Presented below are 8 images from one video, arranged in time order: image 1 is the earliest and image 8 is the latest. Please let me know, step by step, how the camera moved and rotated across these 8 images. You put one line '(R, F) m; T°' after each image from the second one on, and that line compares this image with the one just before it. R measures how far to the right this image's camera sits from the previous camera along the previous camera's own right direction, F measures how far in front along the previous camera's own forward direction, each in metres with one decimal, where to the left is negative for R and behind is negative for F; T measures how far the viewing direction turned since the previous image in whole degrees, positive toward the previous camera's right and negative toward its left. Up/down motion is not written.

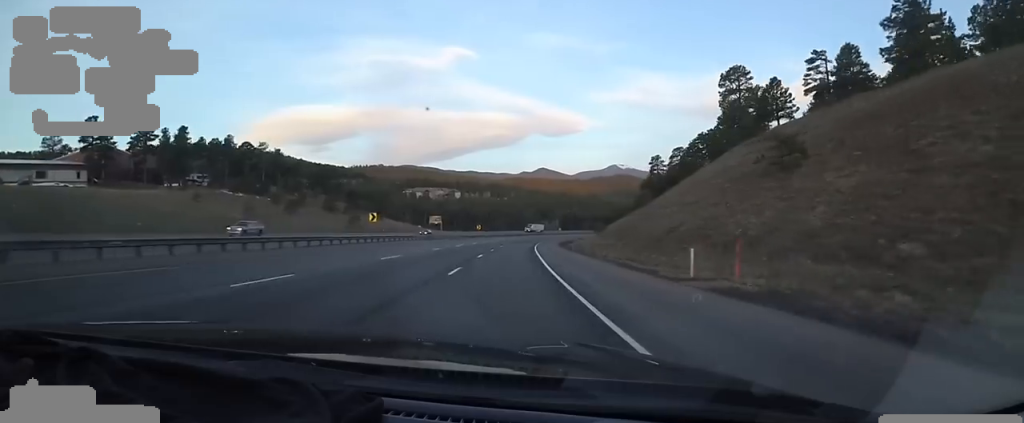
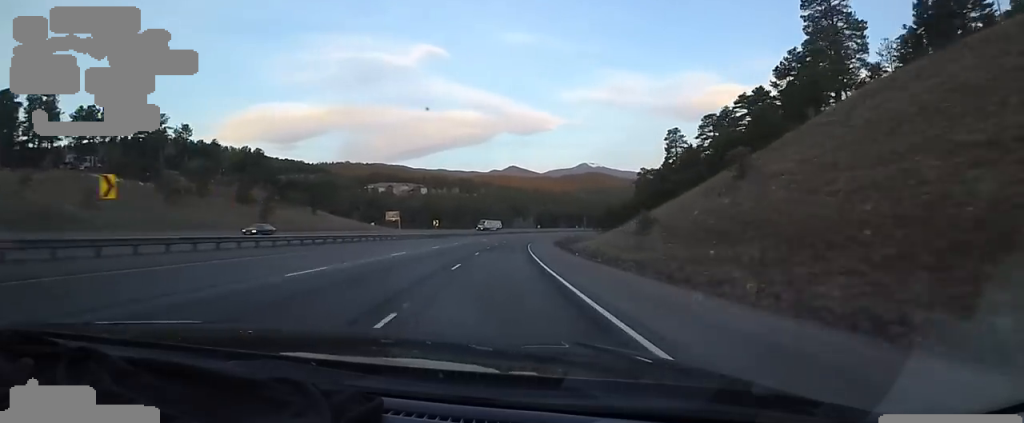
(+1.2, +33.2) m; +4°
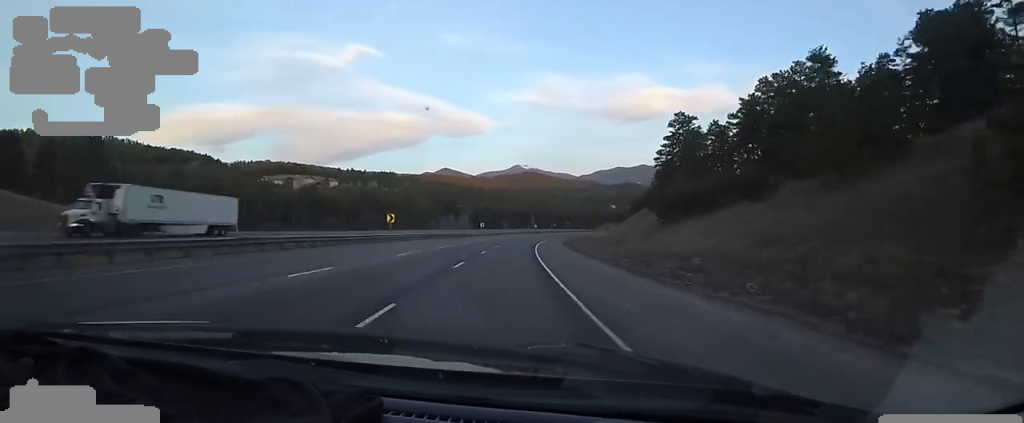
(+5.7, +84.0) m; +8°
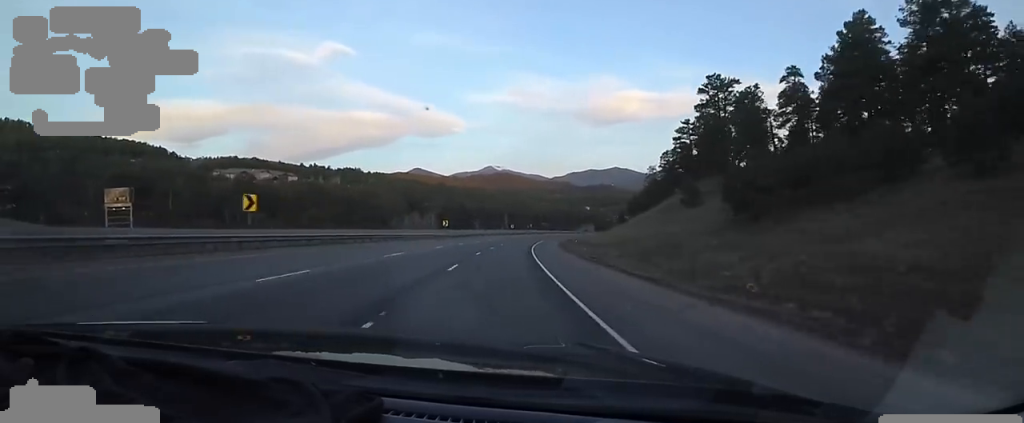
(+0.9, +26.2) m; +4°
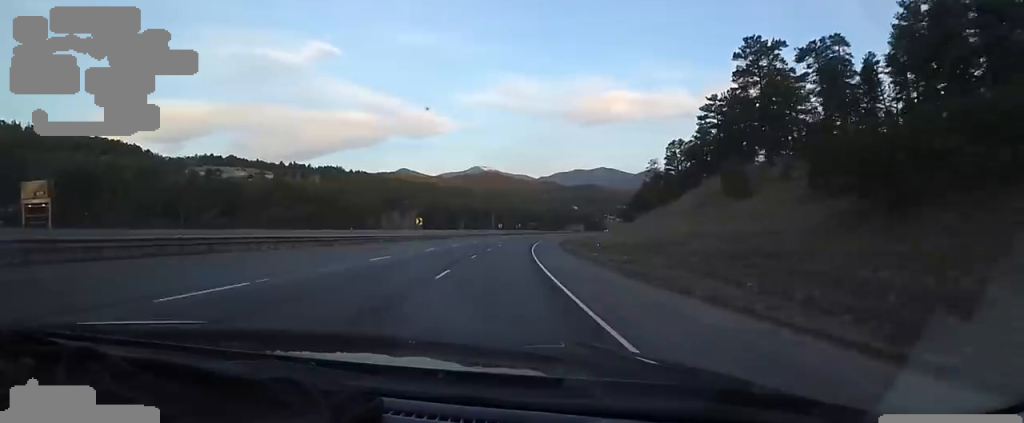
(+0.2, +15.4) m; +2°
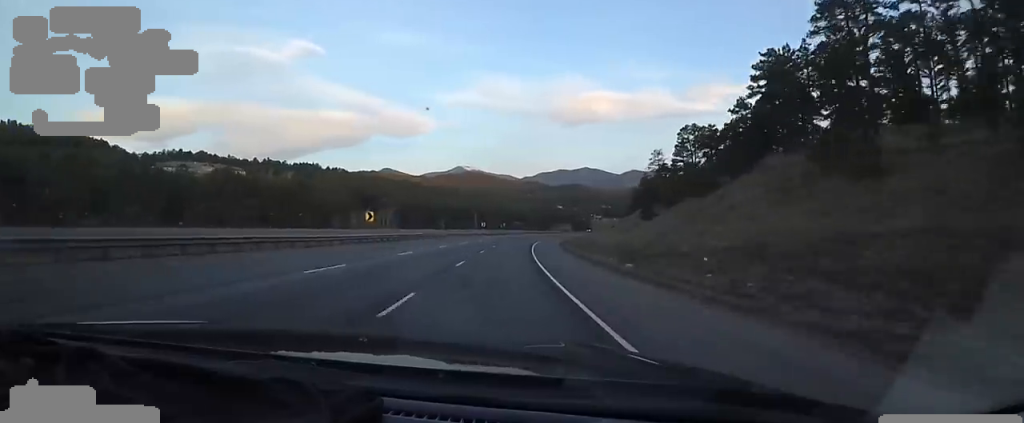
(+0.8, +18.8) m; +2°
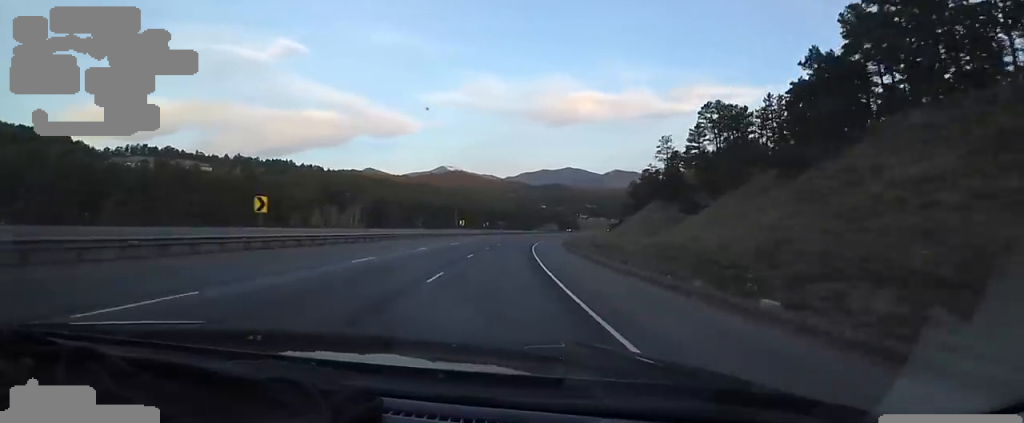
(+0.3, +20.0) m; +2°
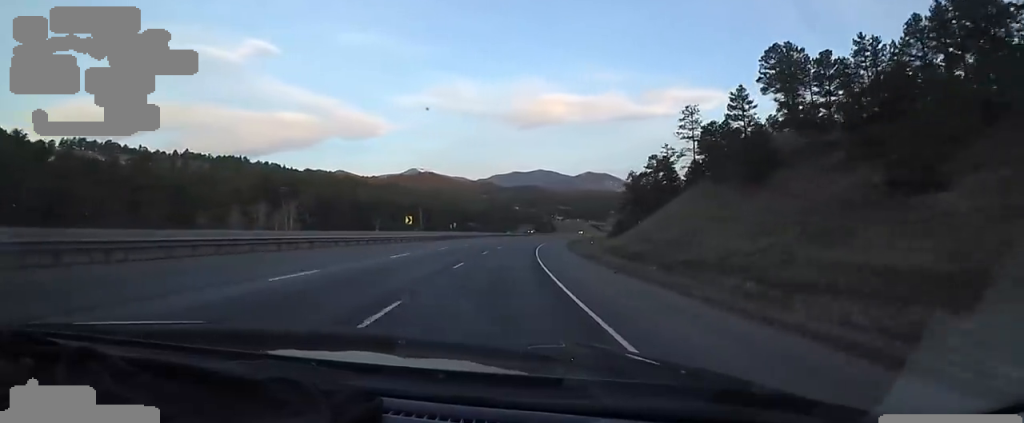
(+0.4, +31.4) m; +3°
